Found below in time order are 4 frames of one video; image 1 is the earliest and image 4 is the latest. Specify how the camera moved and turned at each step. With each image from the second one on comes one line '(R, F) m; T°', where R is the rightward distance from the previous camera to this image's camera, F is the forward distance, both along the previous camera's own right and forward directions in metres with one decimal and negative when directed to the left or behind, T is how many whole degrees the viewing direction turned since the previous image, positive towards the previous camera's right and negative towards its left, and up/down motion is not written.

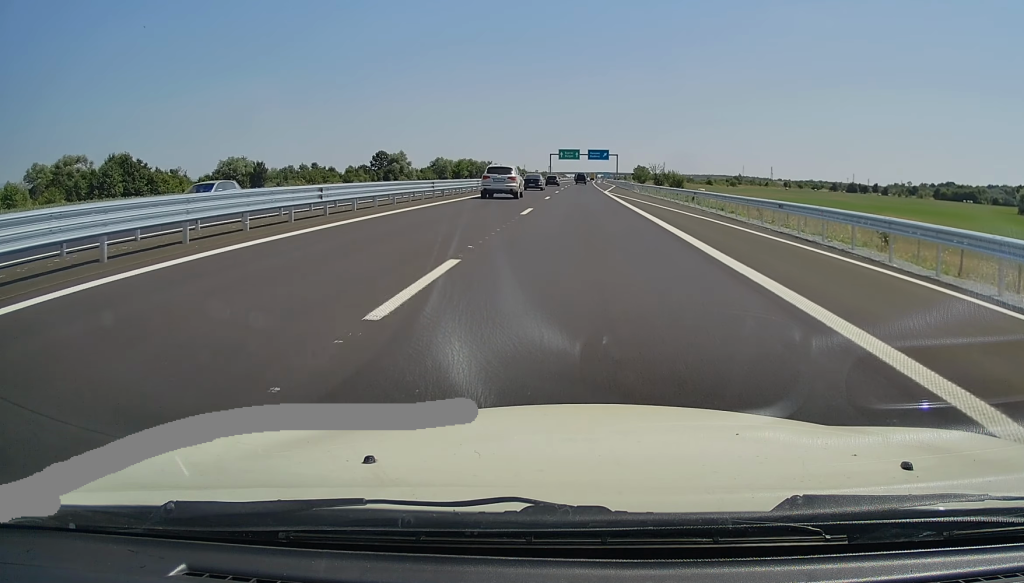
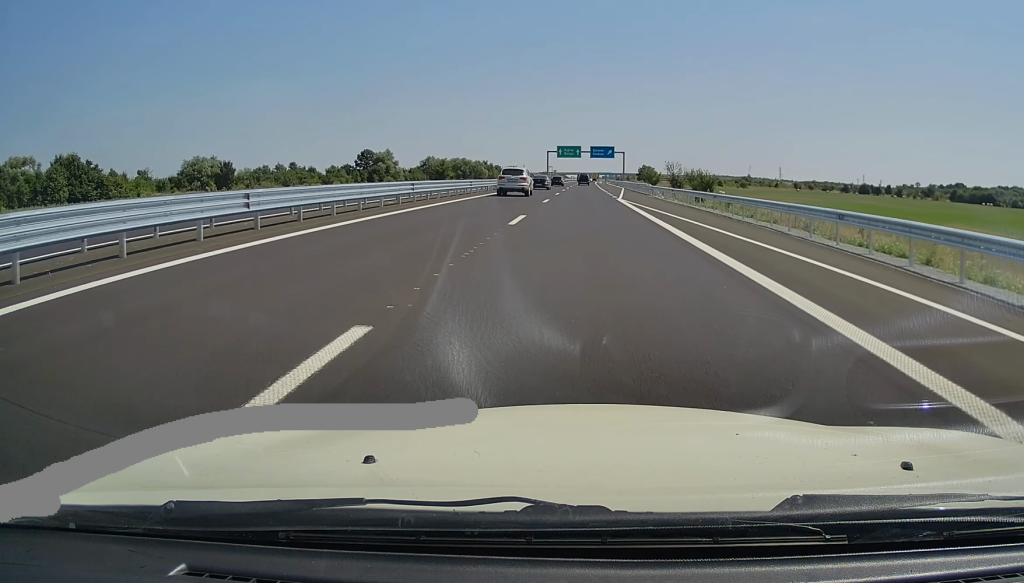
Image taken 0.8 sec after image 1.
(-0.1, +20.8) m; 0°
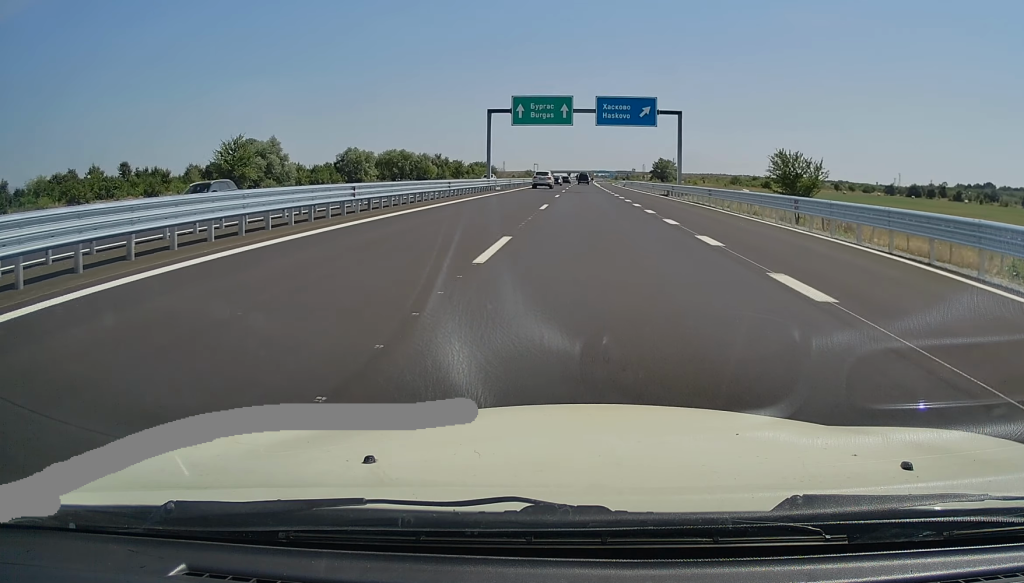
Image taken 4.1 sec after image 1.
(+0.1, +89.4) m; 0°
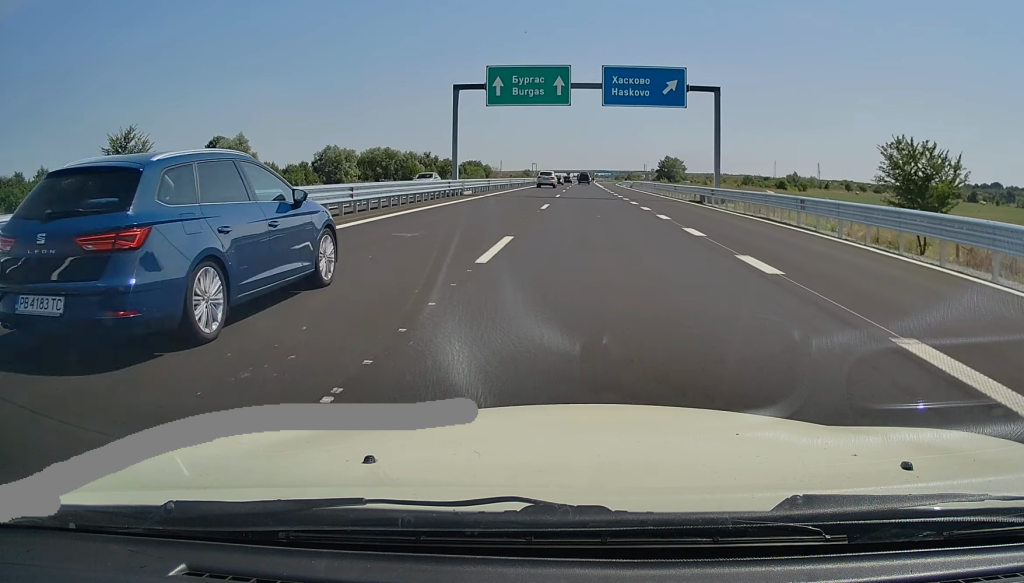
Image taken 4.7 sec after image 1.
(+0.1, +16.2) m; +1°
